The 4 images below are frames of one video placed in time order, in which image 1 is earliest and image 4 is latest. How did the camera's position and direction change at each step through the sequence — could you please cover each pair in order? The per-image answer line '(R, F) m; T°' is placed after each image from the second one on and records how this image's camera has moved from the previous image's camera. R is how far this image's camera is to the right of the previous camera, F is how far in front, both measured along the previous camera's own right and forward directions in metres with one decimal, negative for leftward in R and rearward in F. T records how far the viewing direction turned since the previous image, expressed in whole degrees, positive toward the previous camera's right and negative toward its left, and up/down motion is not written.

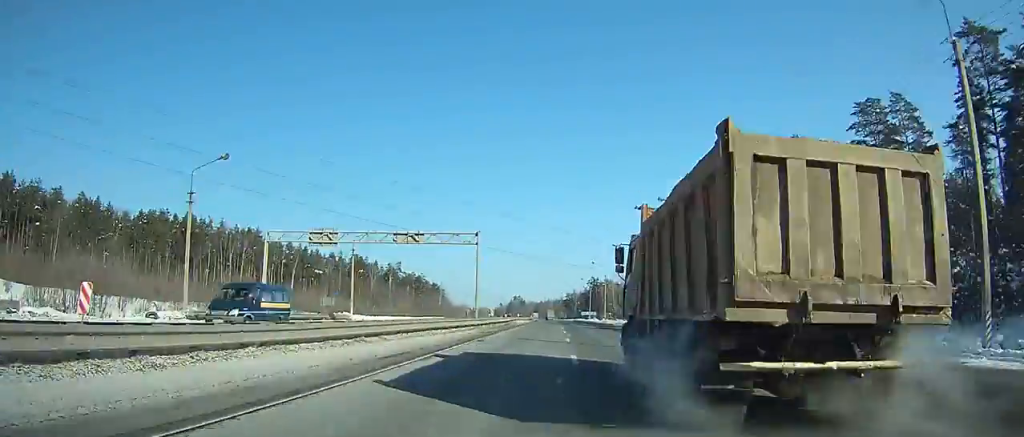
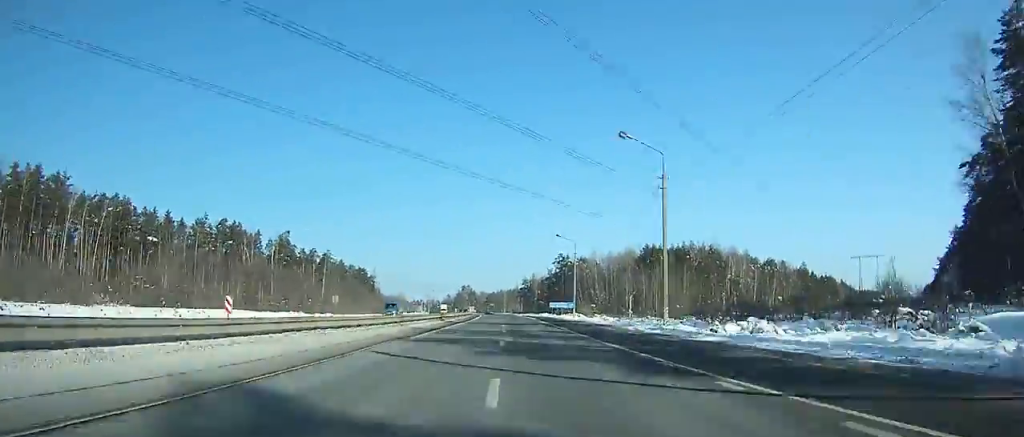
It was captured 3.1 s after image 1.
(+1.3, +79.0) m; +1°
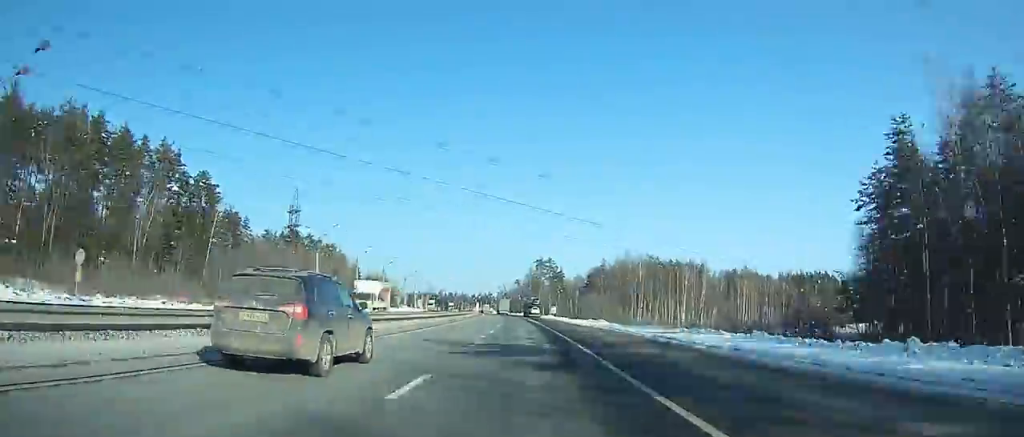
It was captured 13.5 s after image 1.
(-16.2, +266.1) m; -8°
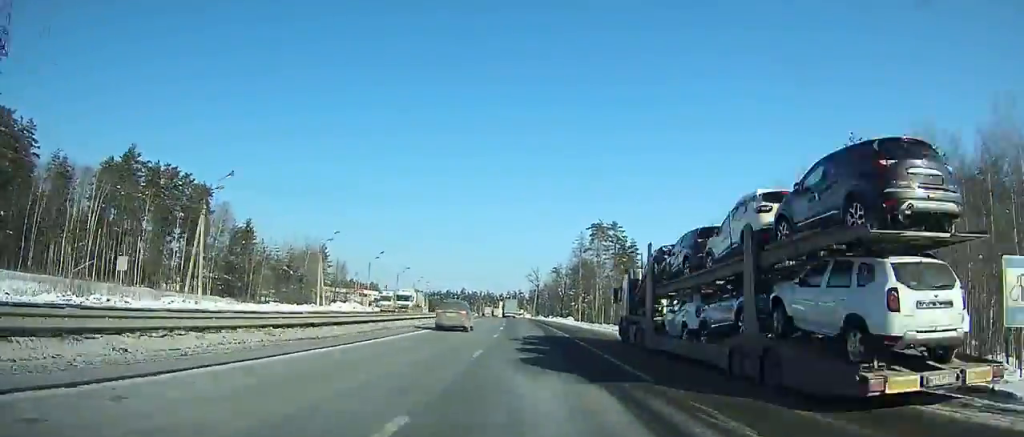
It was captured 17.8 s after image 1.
(-3.1, +110.5) m; -3°
